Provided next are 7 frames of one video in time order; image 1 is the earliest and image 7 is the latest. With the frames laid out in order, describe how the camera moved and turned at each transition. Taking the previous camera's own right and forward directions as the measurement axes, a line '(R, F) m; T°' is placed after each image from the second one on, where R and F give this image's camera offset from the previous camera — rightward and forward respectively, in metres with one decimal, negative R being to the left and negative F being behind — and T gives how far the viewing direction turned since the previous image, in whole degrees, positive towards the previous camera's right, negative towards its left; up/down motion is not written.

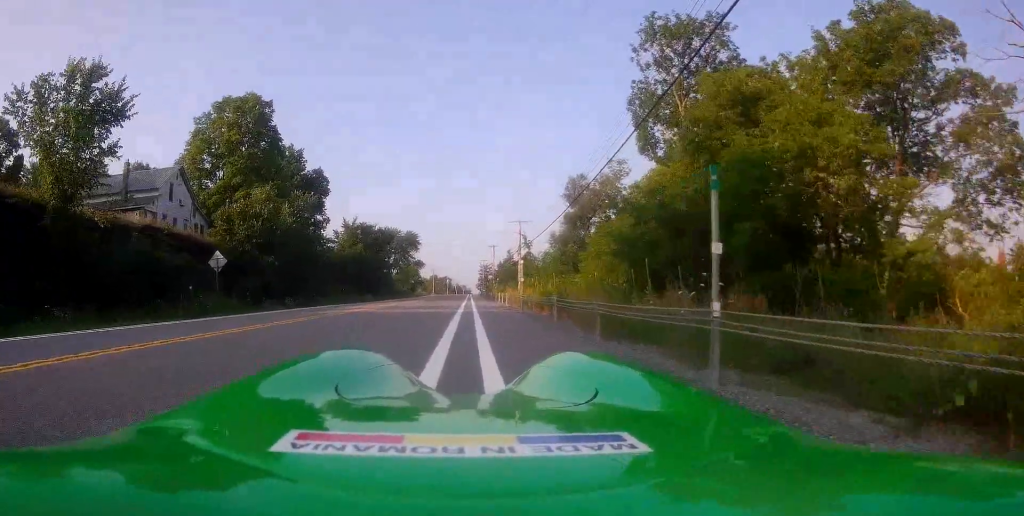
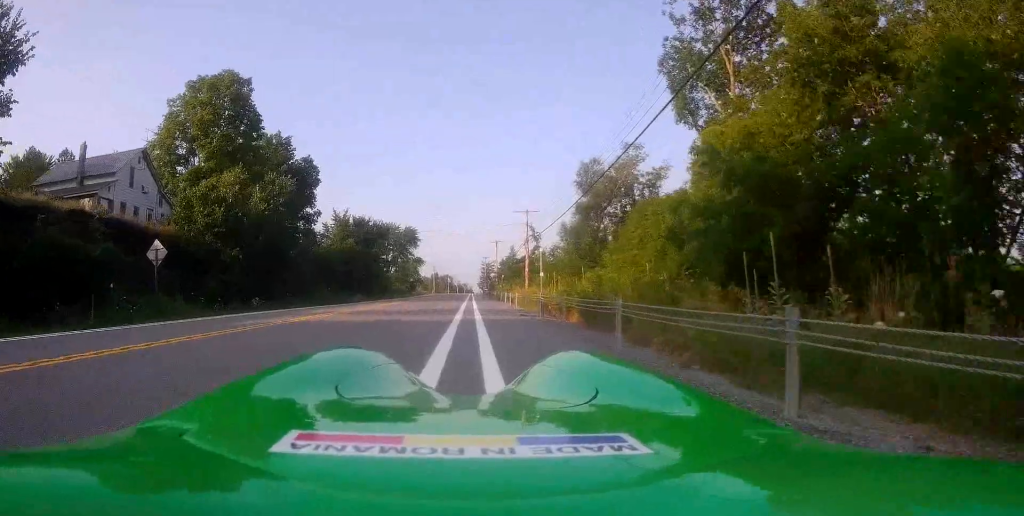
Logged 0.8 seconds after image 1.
(+0.1, +6.0) m; +1°
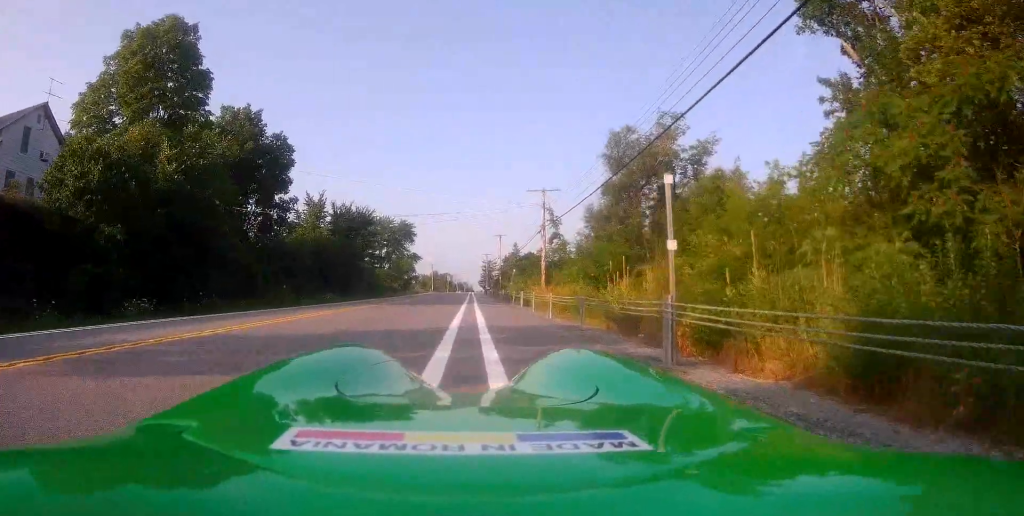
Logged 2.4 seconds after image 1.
(0.0, +11.7) m; +2°
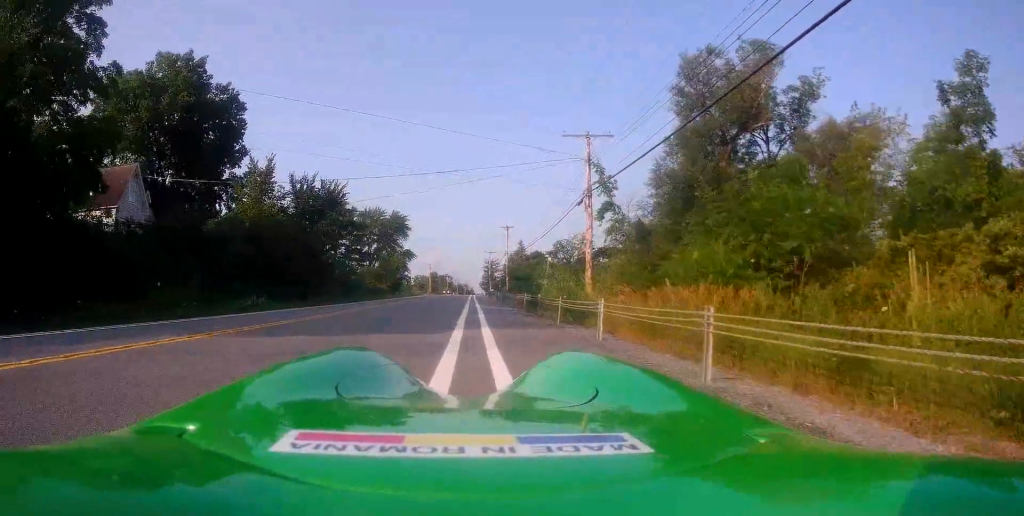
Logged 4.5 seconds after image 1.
(0.0, +15.5) m; -2°
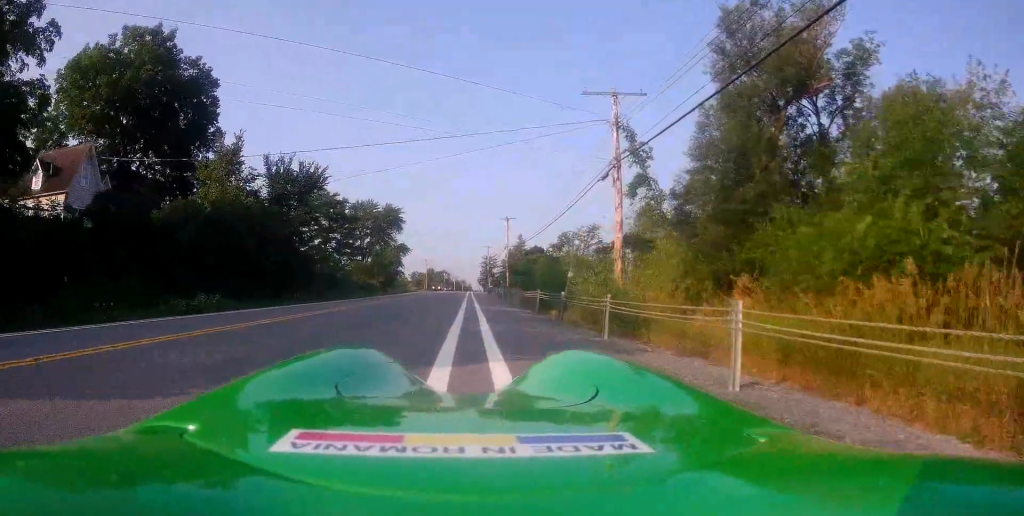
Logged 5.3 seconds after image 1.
(0.0, +5.6) m; -2°
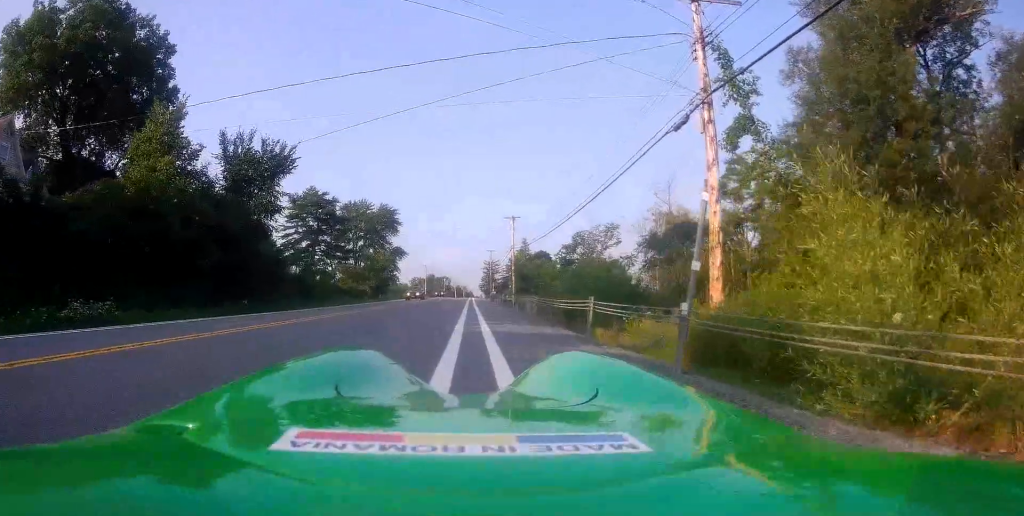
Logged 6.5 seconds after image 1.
(-0.3, +8.3) m; +6°
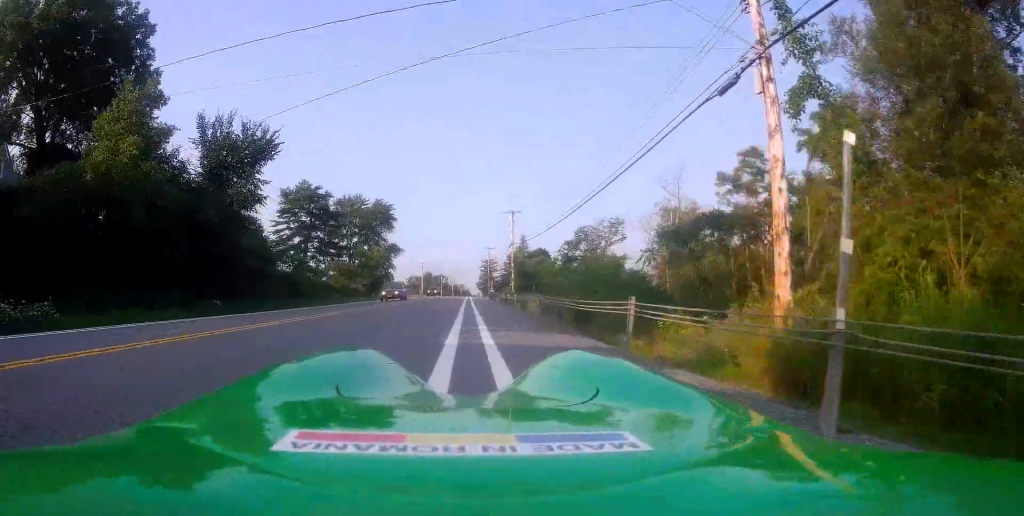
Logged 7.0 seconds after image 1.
(+0.5, +2.7) m; 0°
